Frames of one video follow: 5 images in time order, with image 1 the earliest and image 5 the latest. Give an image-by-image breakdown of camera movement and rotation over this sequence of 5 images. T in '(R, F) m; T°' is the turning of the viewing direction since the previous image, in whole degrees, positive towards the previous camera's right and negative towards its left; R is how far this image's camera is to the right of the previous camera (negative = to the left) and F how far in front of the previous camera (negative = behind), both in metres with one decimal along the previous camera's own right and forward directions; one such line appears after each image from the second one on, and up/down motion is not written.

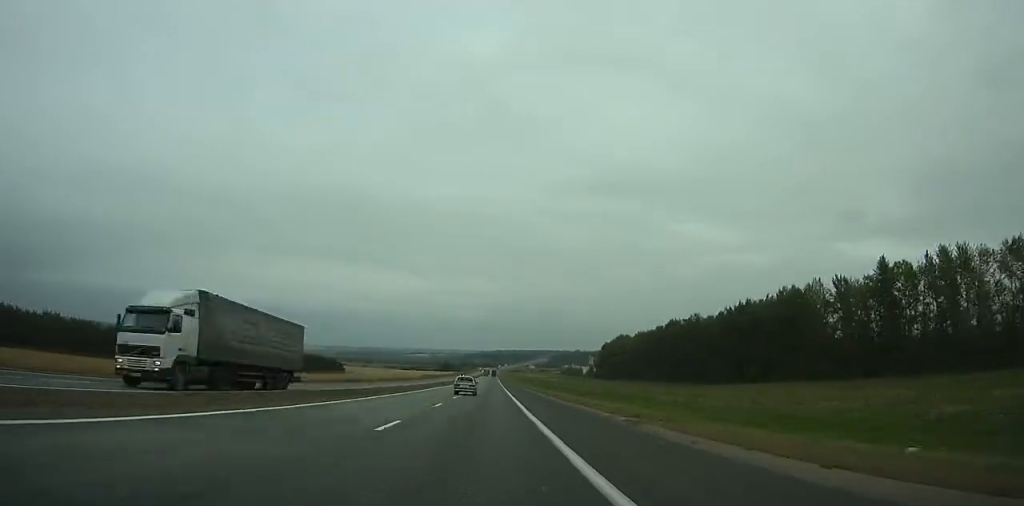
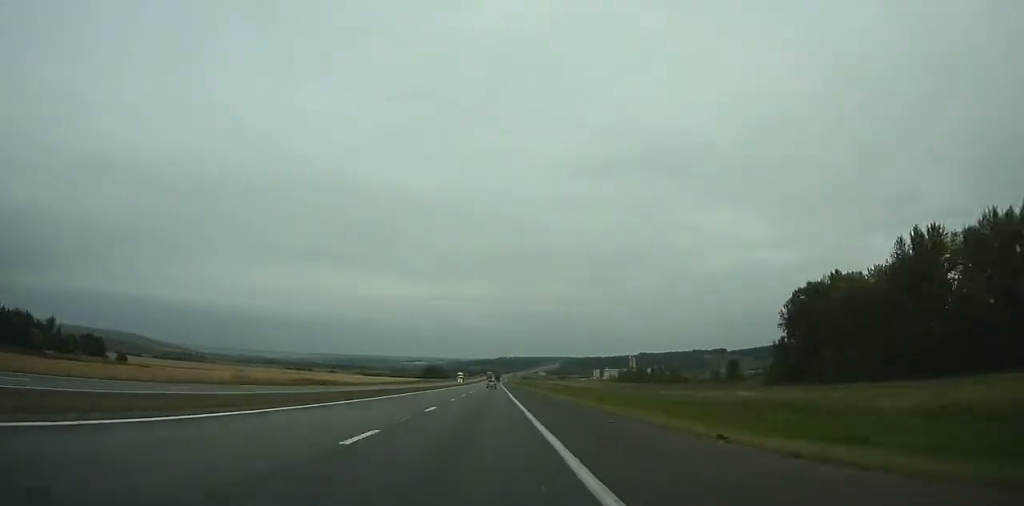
(+0.4, +226.8) m; 0°
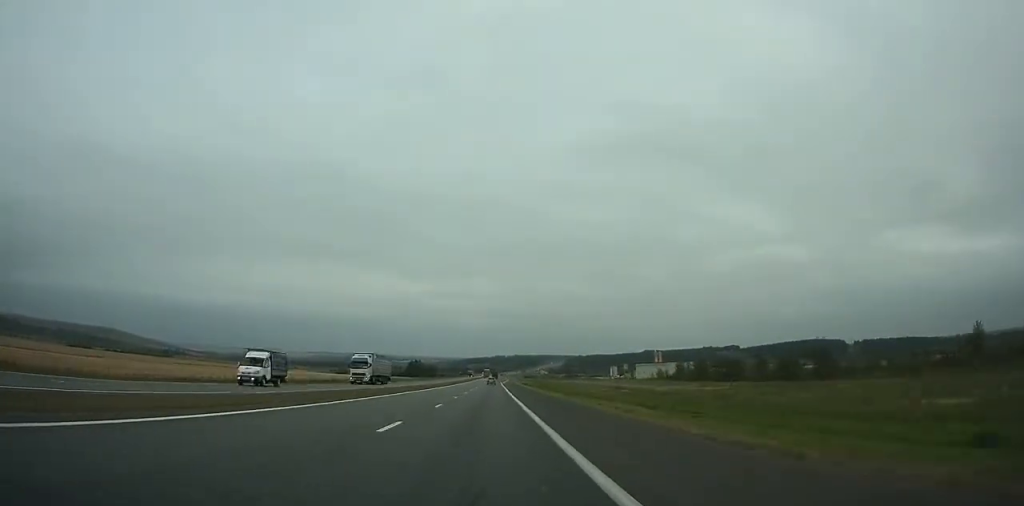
(-0.1, +104.3) m; 0°
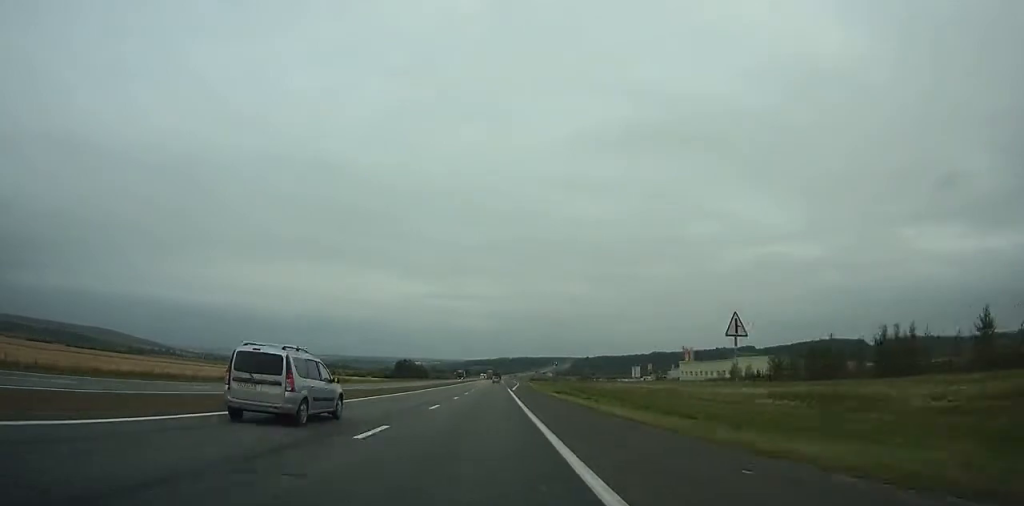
(+0.2, +71.7) m; 0°
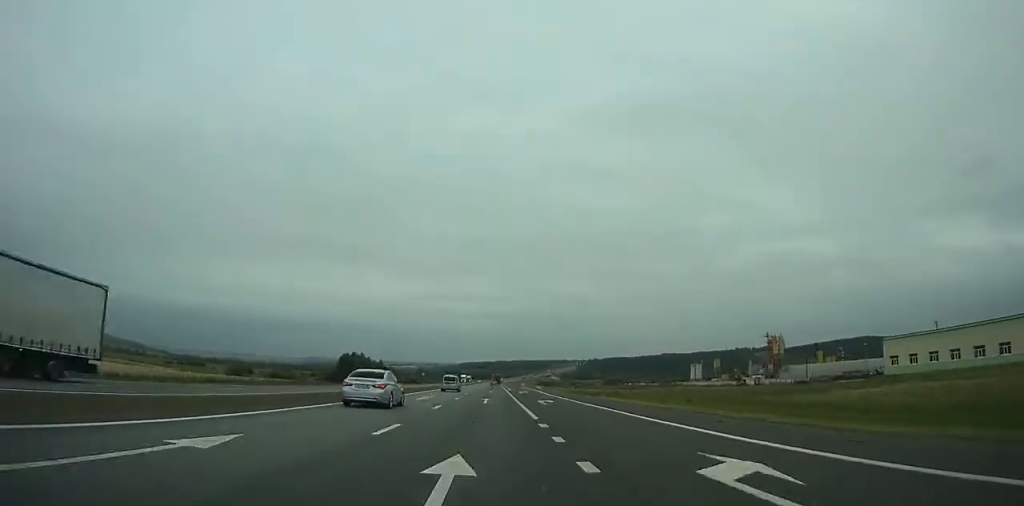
(-0.4, +141.0) m; 0°
